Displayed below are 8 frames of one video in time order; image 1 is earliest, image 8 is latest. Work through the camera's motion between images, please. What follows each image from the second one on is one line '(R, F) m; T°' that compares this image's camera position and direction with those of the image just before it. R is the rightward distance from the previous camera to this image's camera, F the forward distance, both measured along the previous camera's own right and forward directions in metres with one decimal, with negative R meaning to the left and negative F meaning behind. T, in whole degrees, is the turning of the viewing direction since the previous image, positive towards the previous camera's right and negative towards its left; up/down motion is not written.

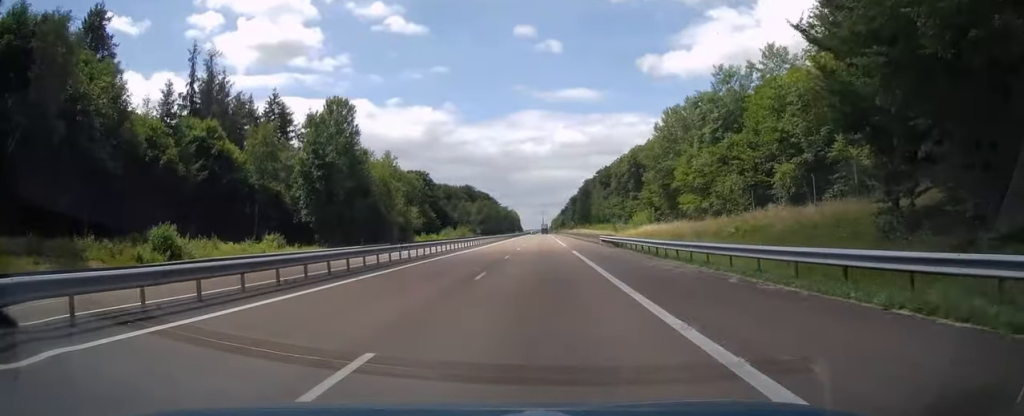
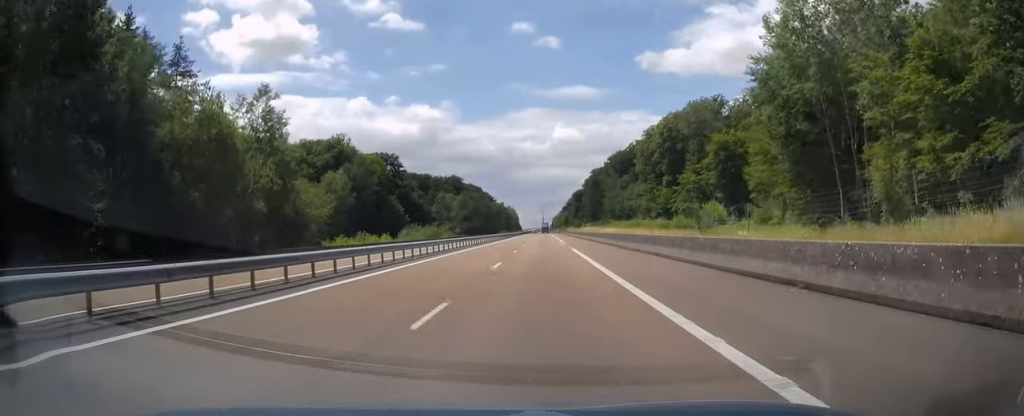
(+0.2, +47.3) m; 0°
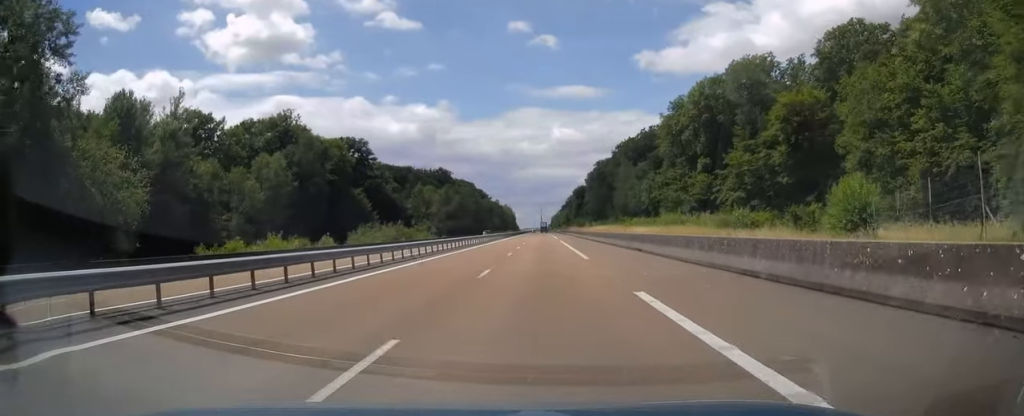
(-0.3, +29.8) m; 0°
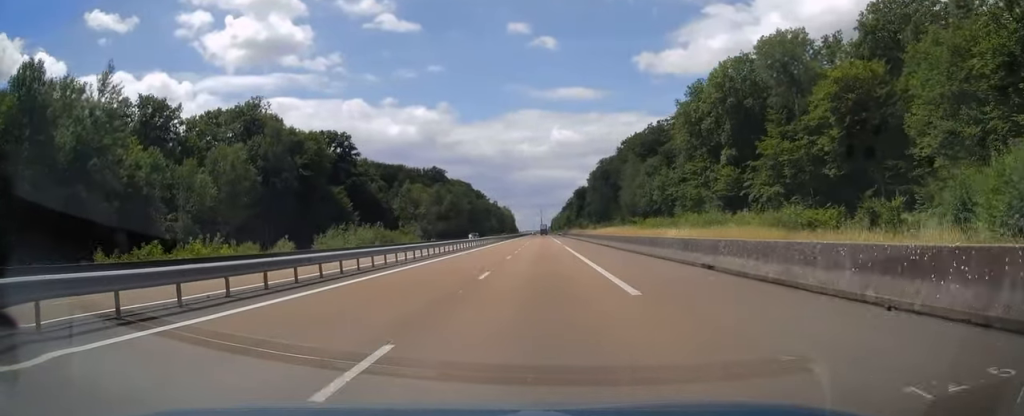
(+0.1, +13.2) m; 0°
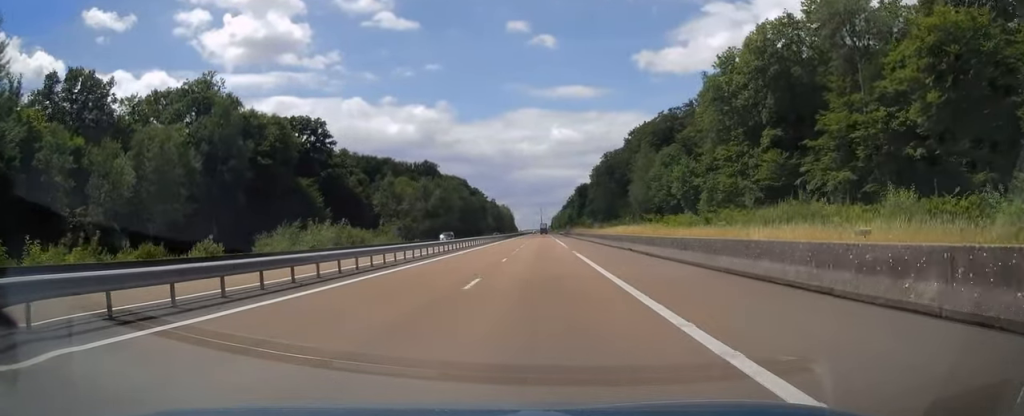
(+0.1, +16.1) m; 0°
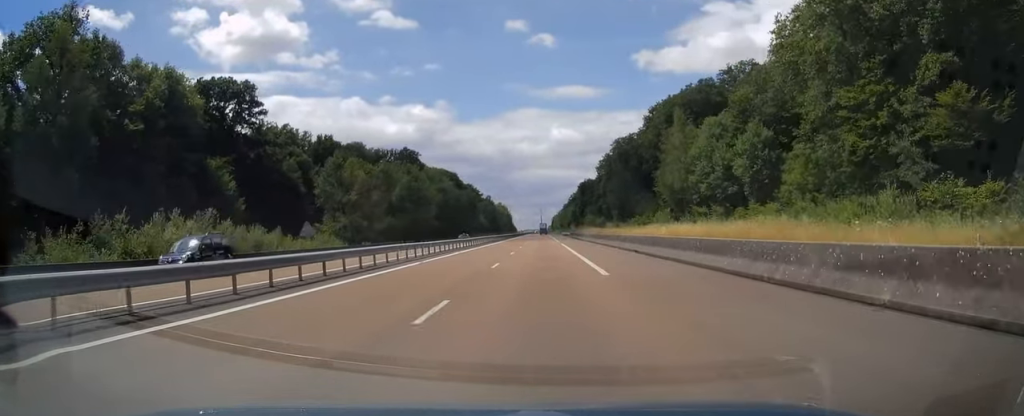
(0.0, +31.4) m; -1°
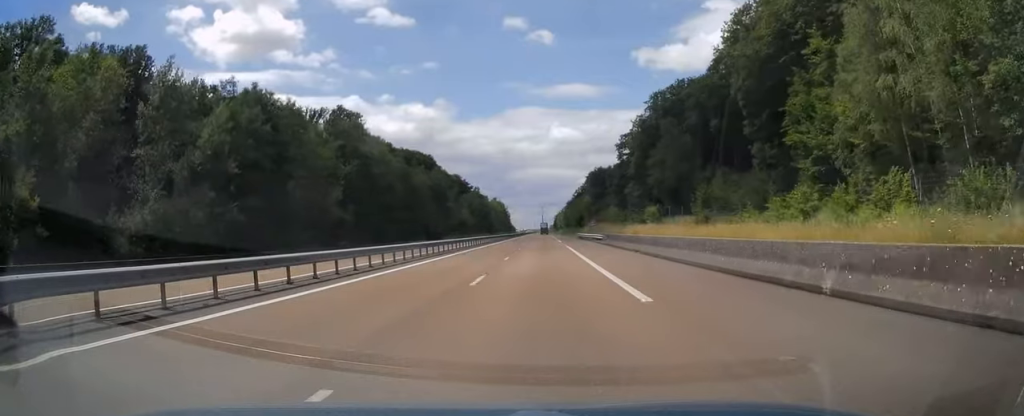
(-0.2, +58.8) m; 0°
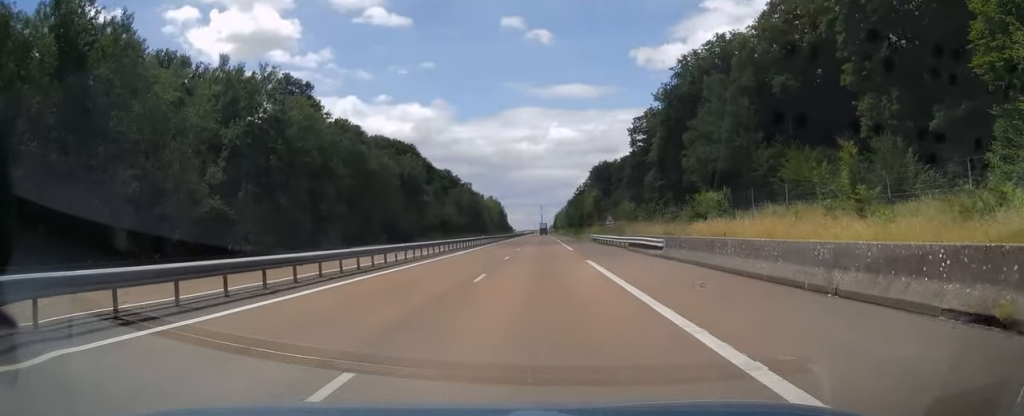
(-0.2, +25.5) m; 0°
